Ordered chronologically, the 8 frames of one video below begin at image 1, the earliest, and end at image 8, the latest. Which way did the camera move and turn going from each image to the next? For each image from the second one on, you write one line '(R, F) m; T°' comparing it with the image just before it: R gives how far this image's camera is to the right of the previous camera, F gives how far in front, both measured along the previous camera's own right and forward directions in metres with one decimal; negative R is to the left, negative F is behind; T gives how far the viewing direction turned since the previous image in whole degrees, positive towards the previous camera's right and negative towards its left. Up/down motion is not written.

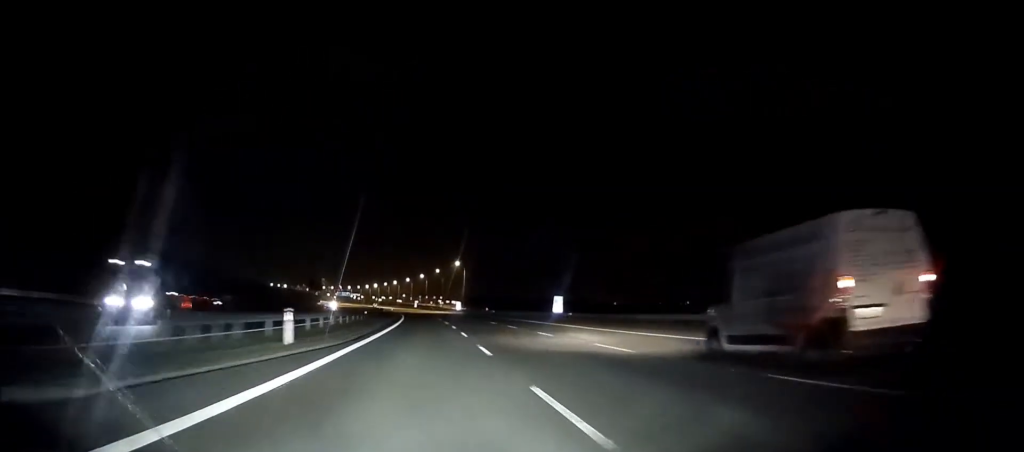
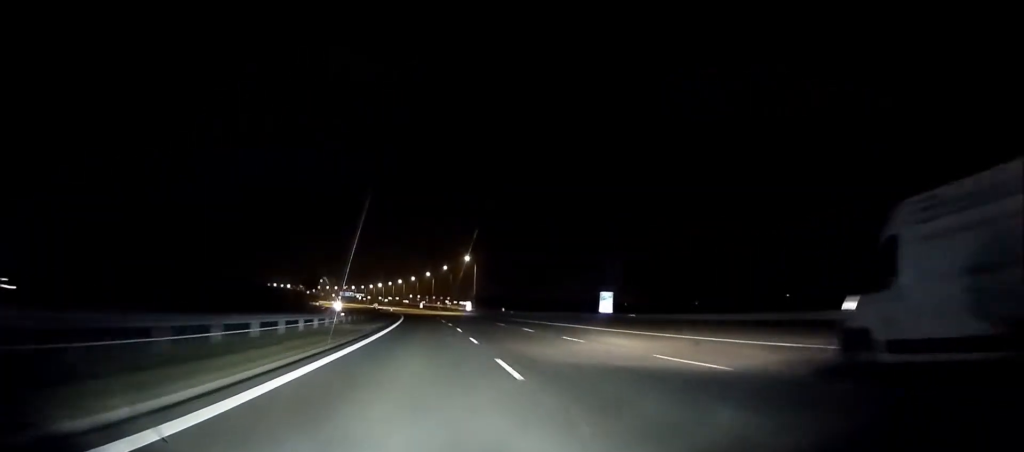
(0.0, +17.9) m; -1°
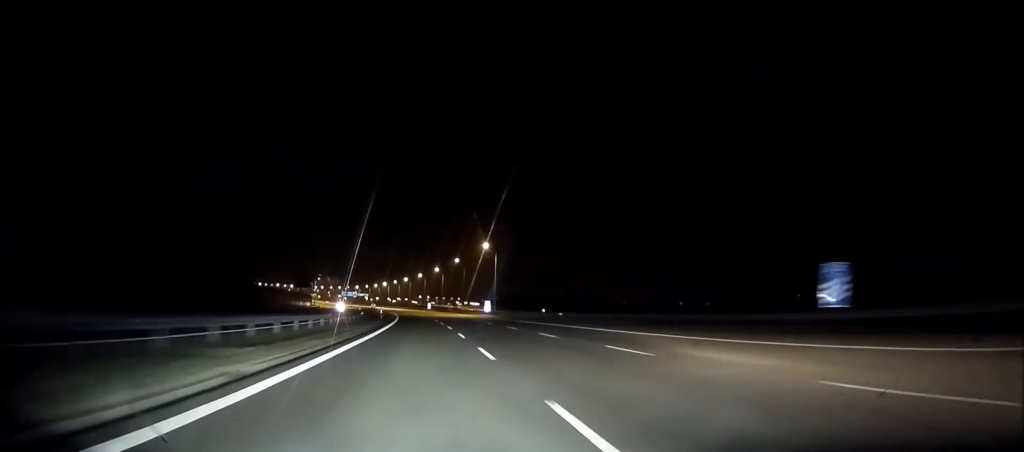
(-0.4, +31.6) m; -1°
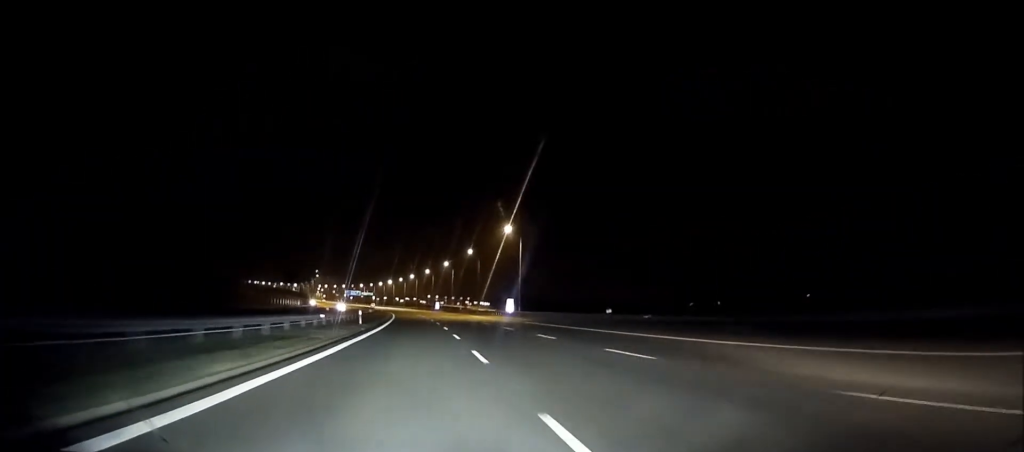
(-0.2, +24.7) m; -1°
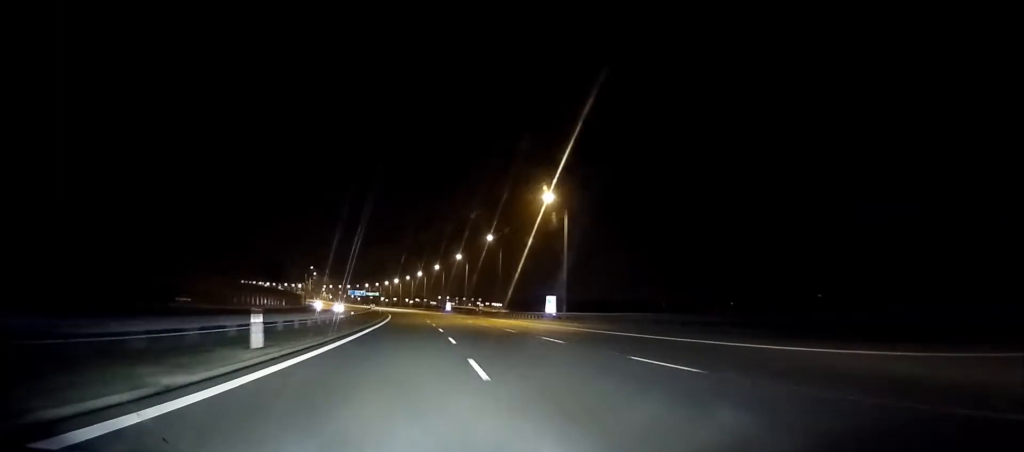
(+0.2, +27.4) m; -3°
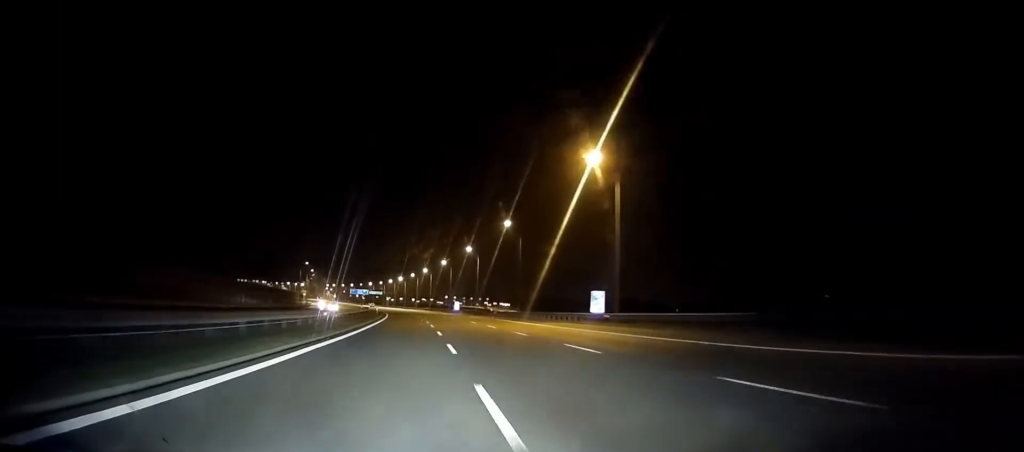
(-0.6, +17.7) m; -2°
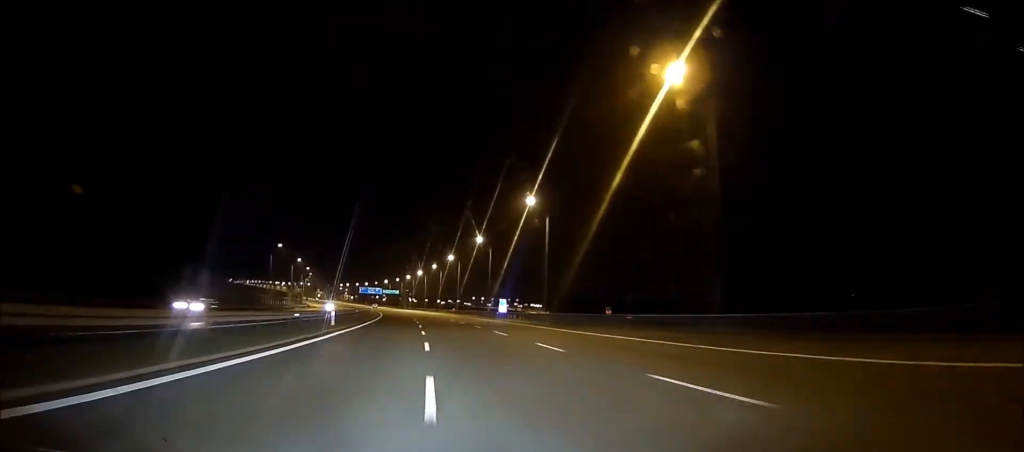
(-3.0, +58.7) m; -3°
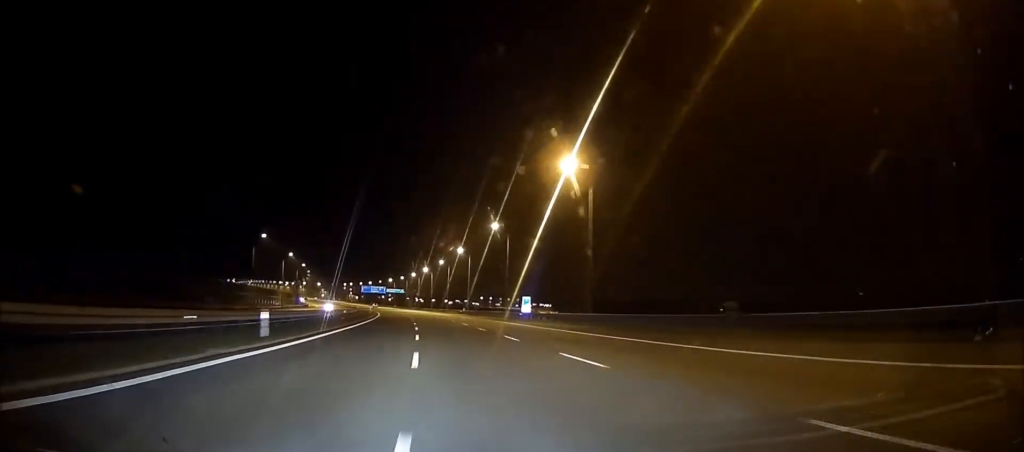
(0.0, +17.7) m; 0°
